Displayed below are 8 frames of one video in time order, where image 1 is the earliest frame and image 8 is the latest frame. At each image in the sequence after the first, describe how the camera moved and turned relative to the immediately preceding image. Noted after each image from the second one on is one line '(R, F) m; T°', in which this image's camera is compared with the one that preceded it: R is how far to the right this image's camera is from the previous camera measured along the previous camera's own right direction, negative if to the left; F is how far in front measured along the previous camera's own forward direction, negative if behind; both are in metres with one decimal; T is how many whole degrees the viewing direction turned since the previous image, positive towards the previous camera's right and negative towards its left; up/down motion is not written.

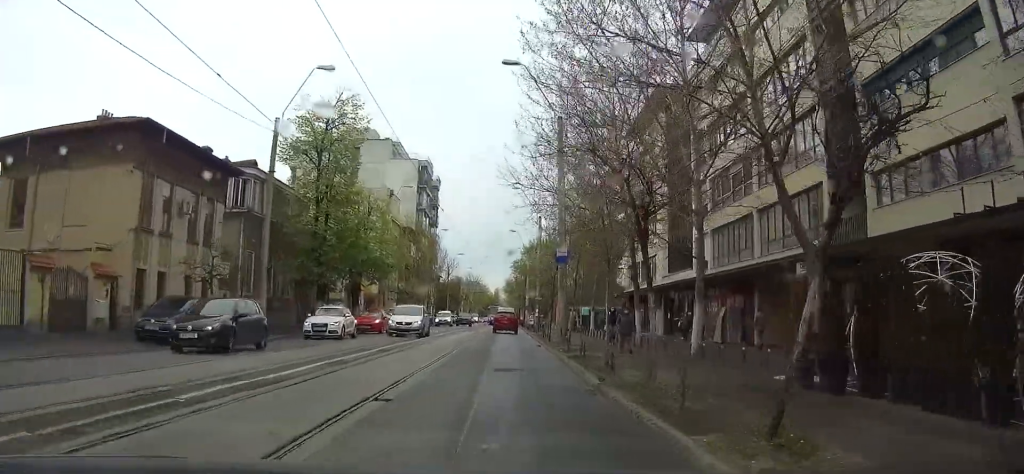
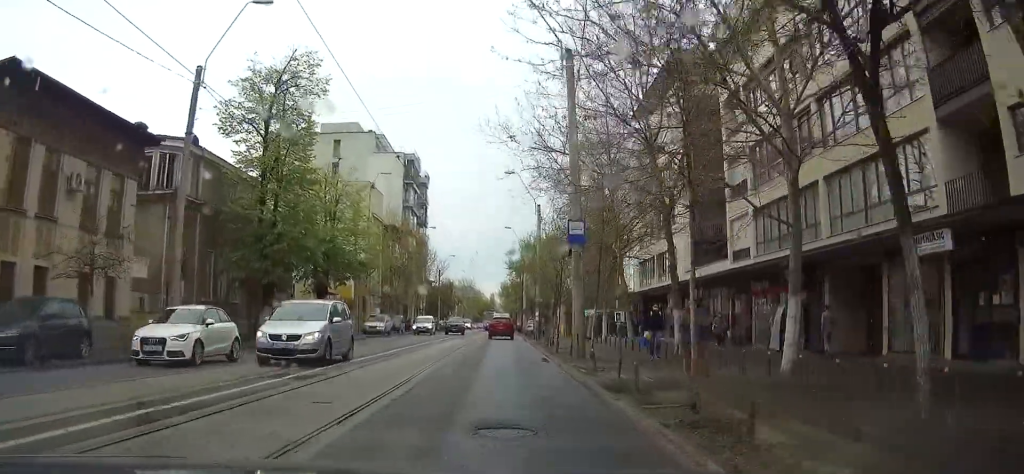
(+0.1, +8.2) m; +2°
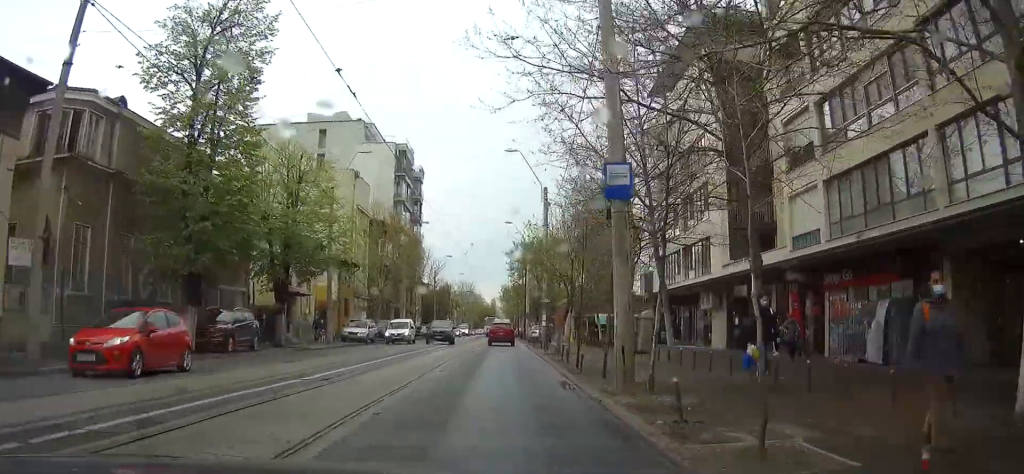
(+0.1, +7.7) m; +2°
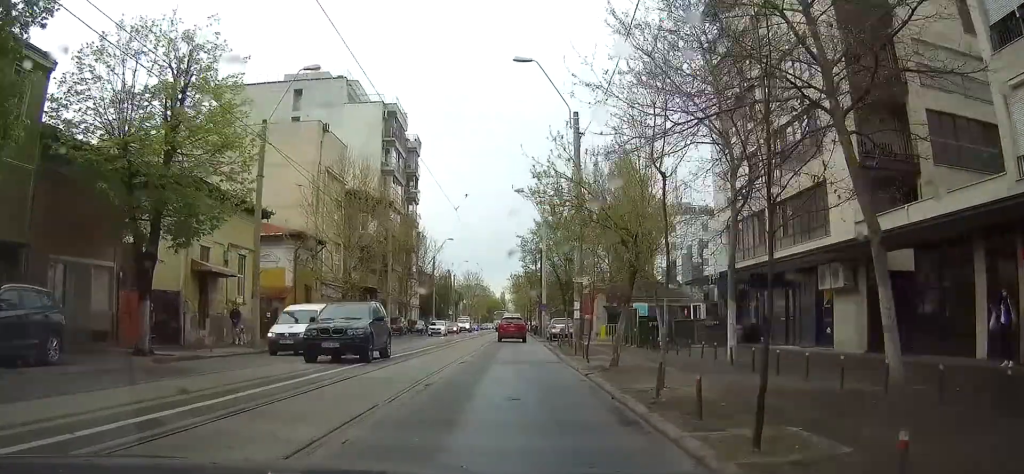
(+0.2, +13.8) m; +1°
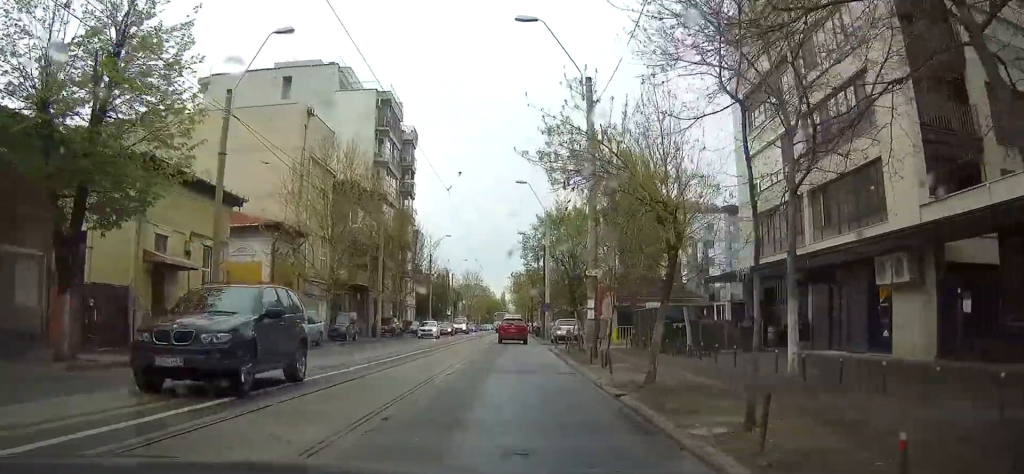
(0.0, +4.3) m; 0°
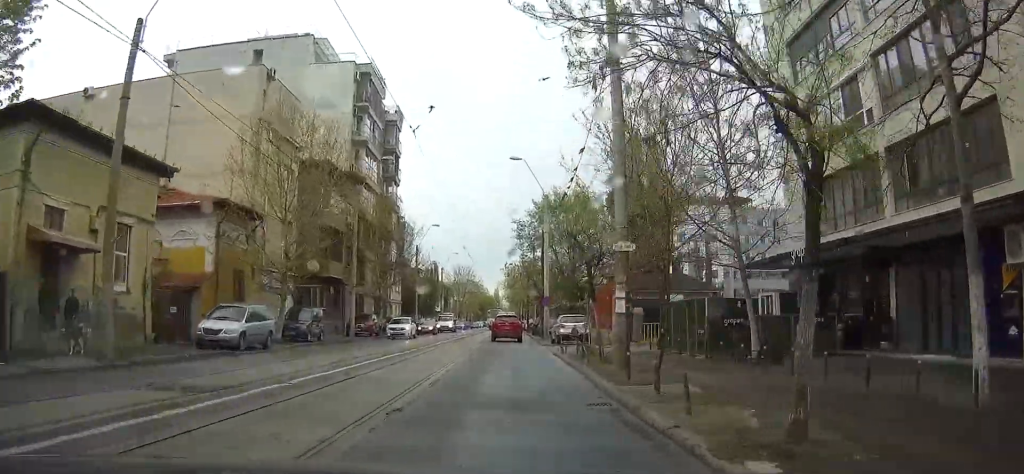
(0.0, +6.8) m; 0°
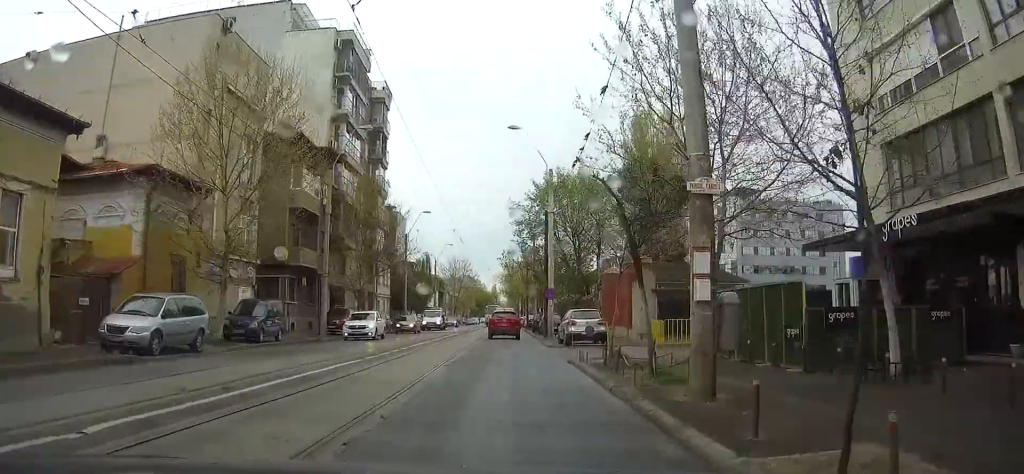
(+0.1, +6.6) m; +1°
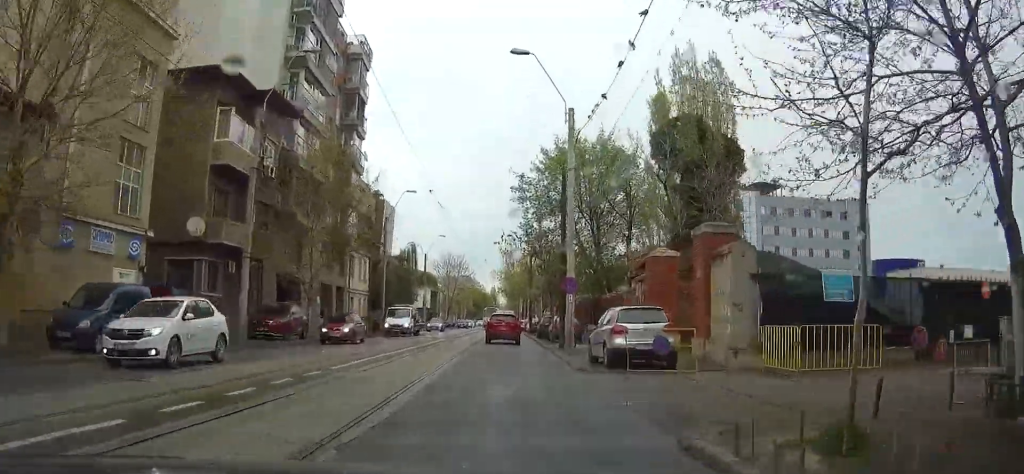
(+0.1, +12.1) m; +1°
